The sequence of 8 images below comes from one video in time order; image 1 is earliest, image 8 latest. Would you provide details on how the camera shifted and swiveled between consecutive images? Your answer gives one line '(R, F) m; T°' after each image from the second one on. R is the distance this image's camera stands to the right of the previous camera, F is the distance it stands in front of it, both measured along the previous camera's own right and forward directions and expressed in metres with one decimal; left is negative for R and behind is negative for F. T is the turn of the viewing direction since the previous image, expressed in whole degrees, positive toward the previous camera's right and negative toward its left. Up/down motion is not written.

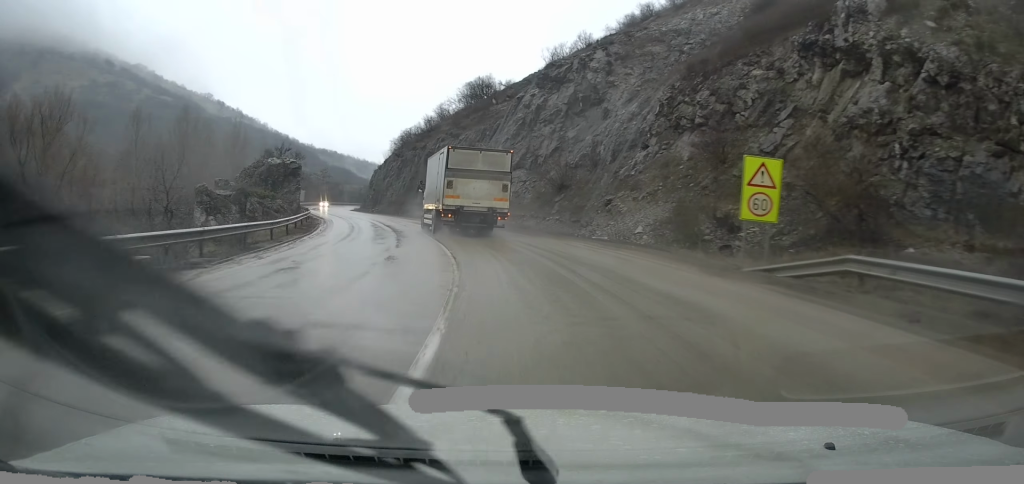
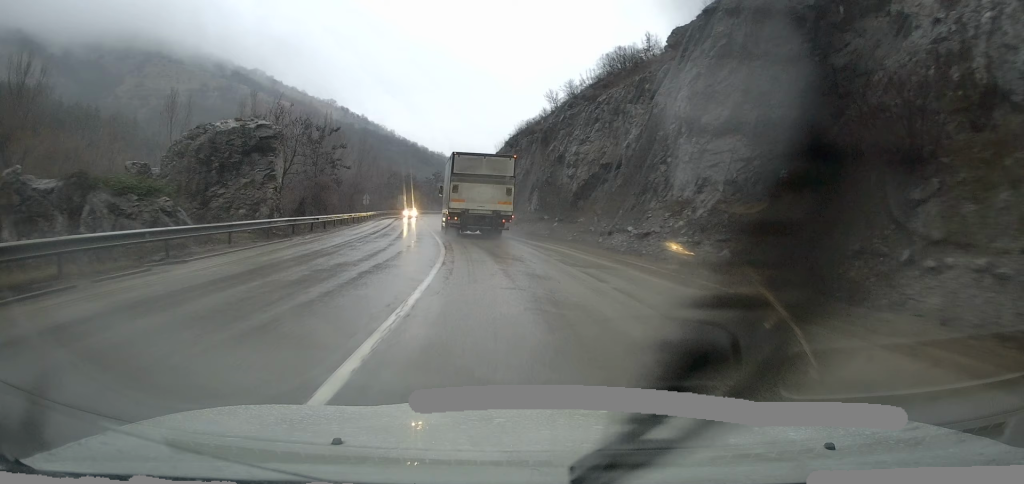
(-3.2, +26.6) m; -12°
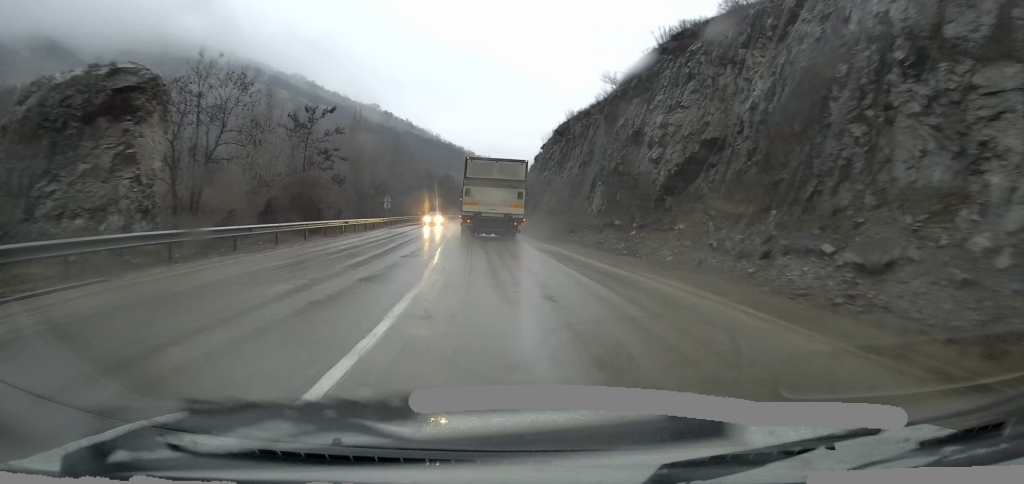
(-0.5, +12.8) m; -5°
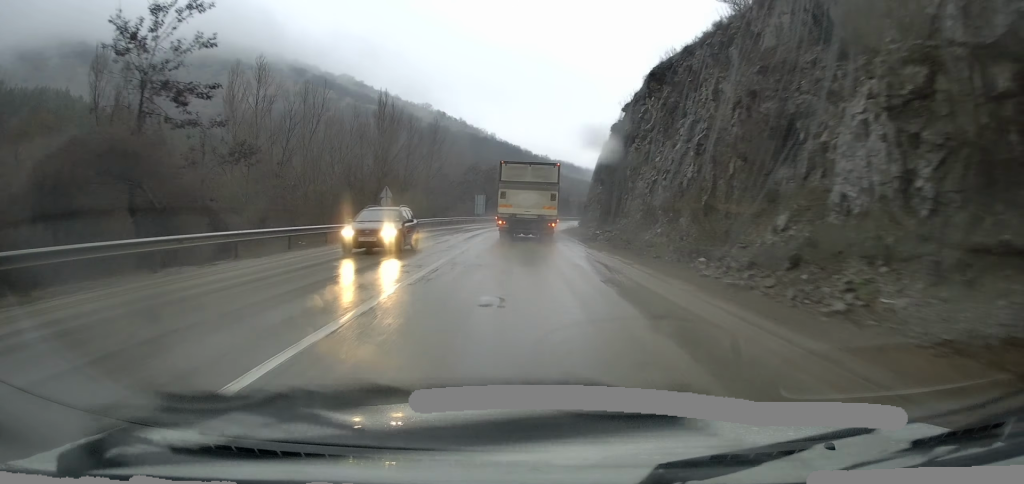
(-1.5, +22.7) m; -6°
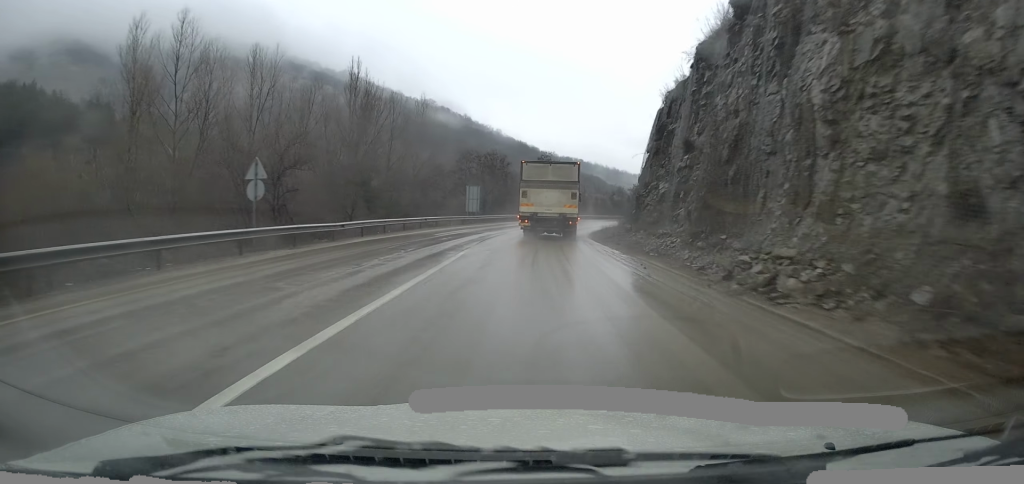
(-0.4, +21.0) m; -2°
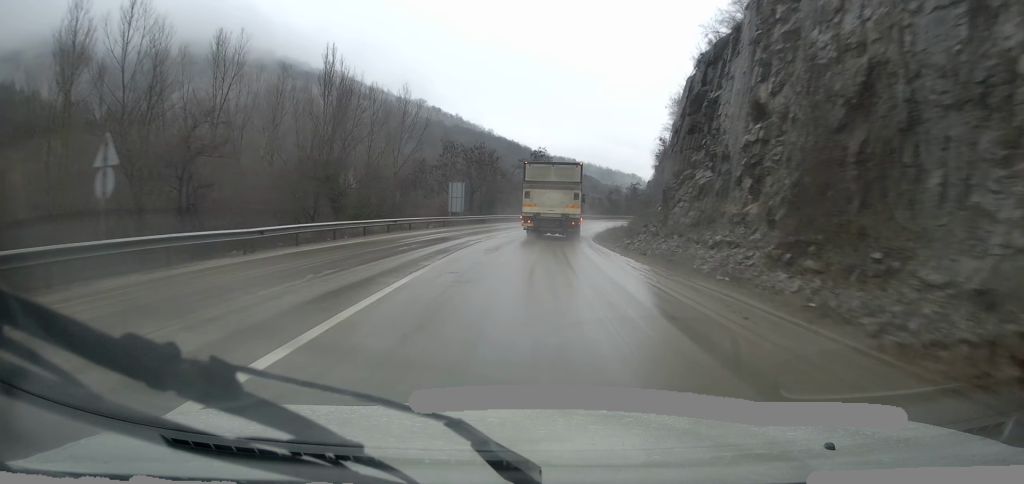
(-0.1, +7.4) m; 0°
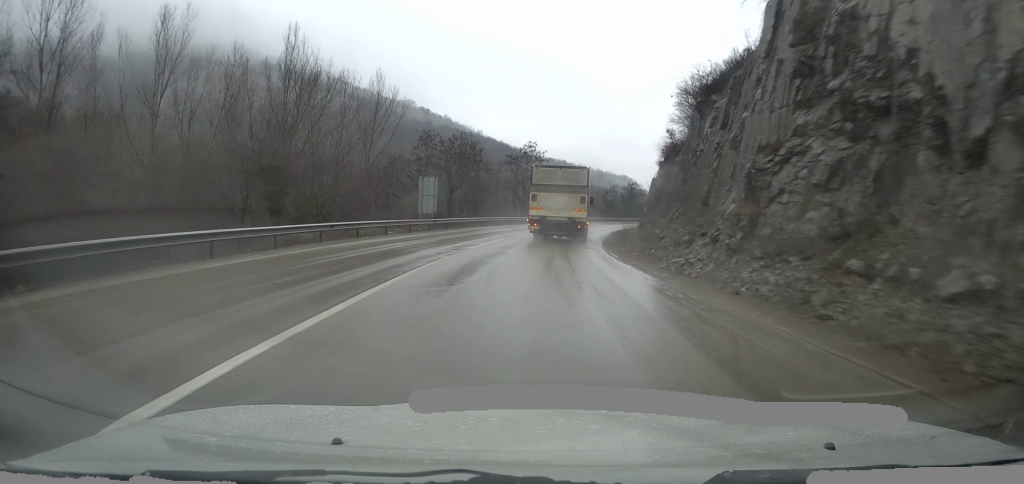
(0.0, +9.5) m; 0°
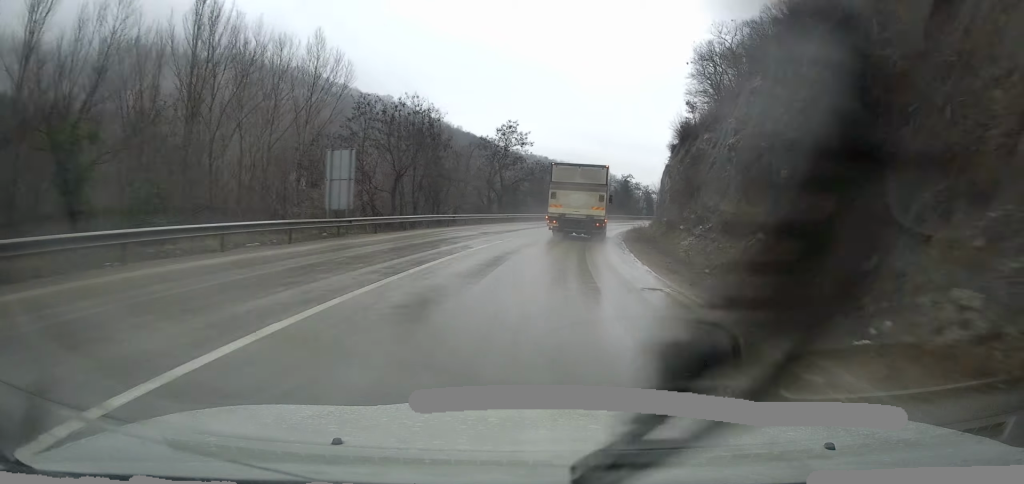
(0.0, +15.8) m; +2°
